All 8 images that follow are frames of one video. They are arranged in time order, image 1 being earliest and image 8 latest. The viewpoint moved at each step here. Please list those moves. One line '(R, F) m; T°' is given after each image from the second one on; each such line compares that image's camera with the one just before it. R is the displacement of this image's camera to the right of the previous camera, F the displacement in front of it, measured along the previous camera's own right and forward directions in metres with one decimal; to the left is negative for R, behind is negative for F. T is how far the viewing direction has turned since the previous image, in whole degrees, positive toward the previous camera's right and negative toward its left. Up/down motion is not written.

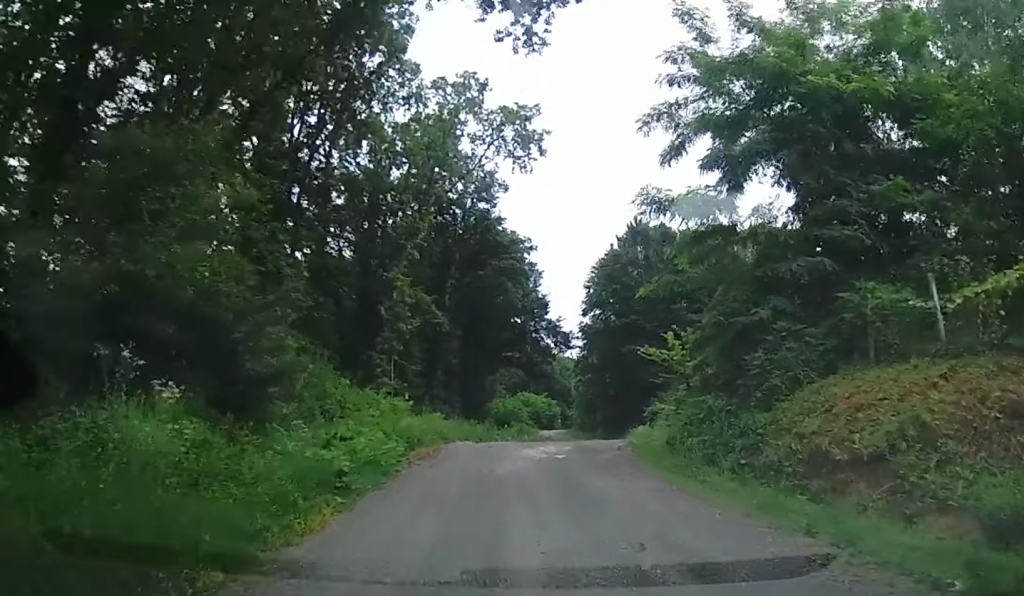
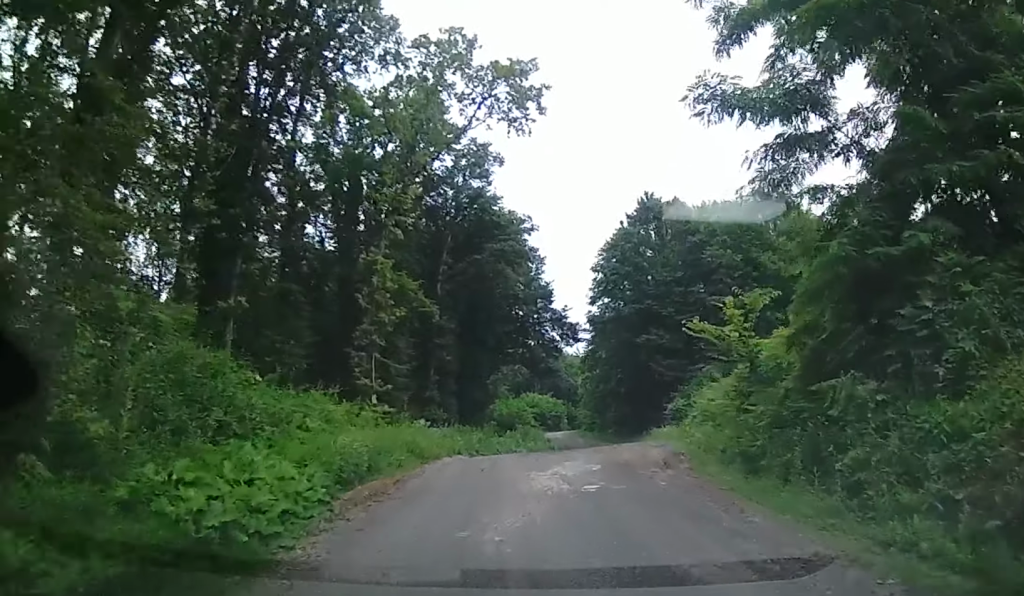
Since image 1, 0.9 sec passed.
(+0.4, +6.2) m; +4°
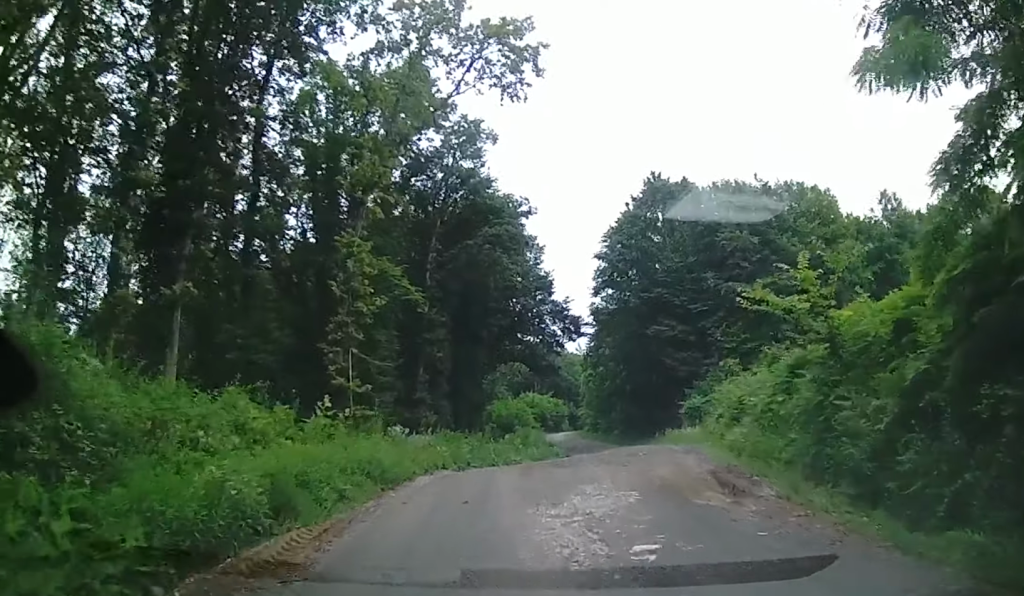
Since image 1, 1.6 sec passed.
(0.0, +4.5) m; -4°
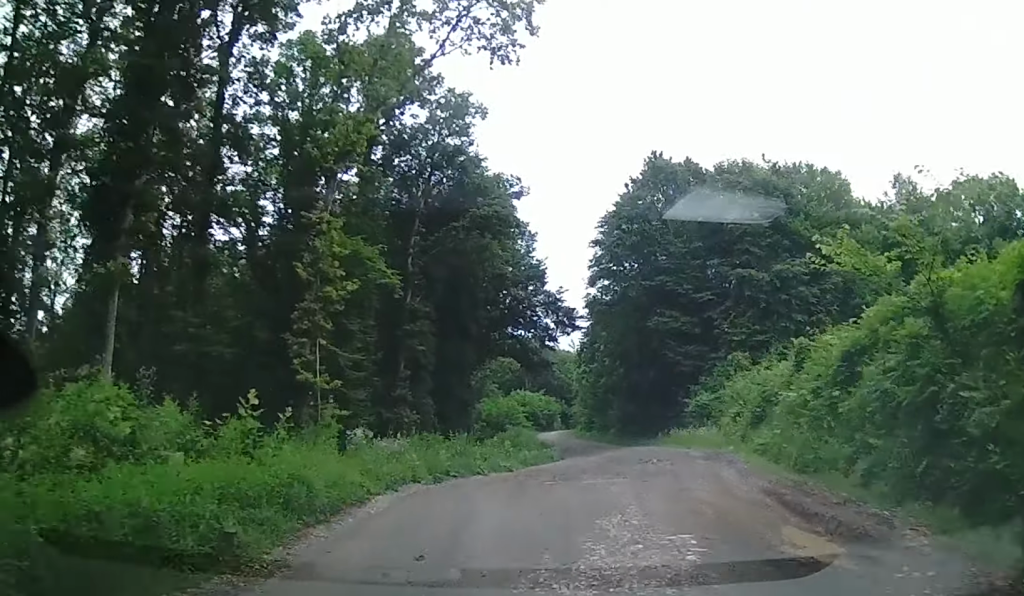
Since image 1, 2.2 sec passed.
(-0.1, +3.6) m; -2°
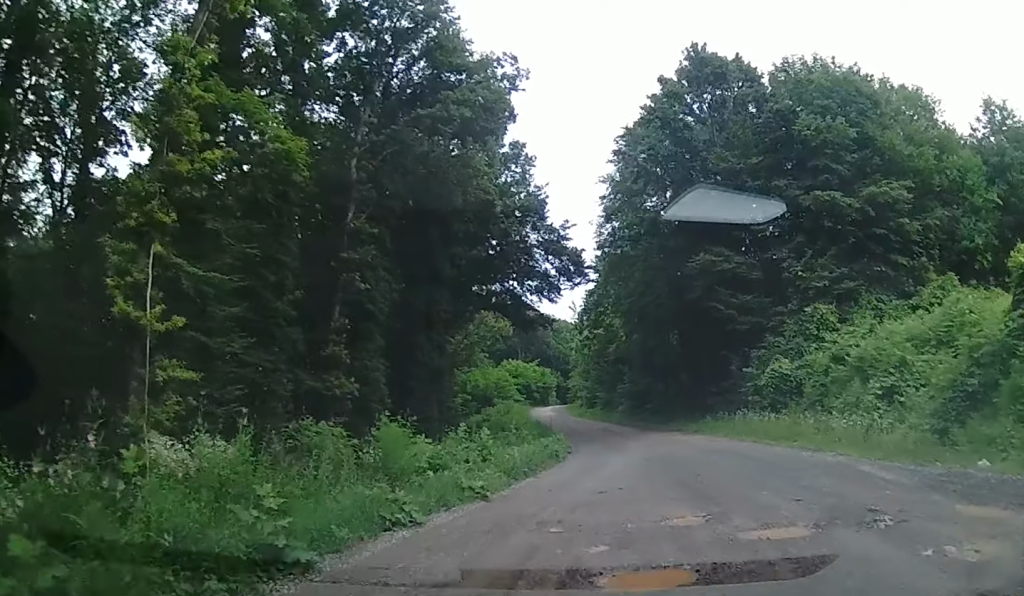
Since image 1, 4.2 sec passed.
(0.0, +12.7) m; +3°
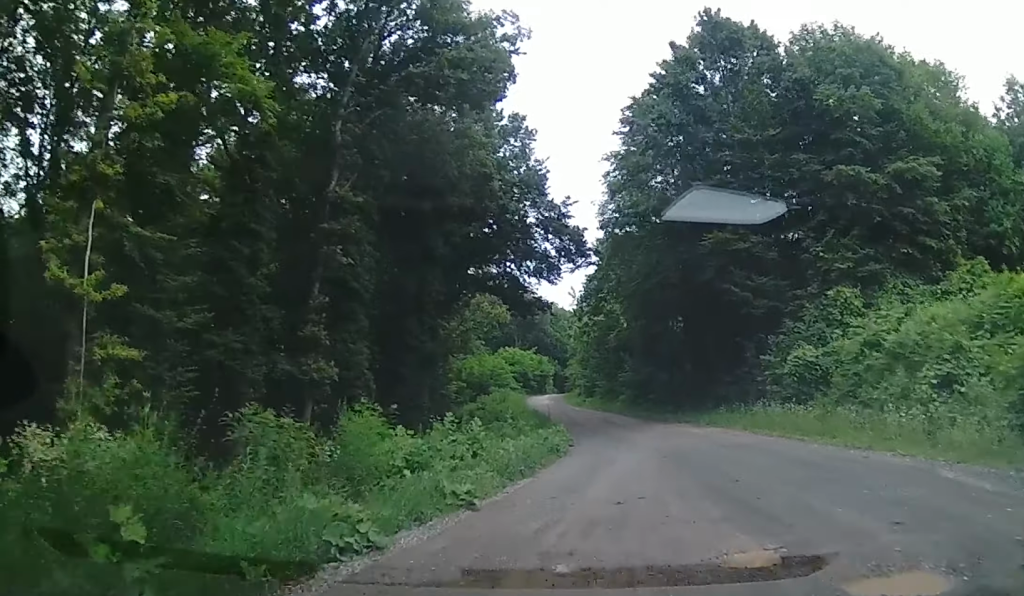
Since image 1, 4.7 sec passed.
(-0.1, +2.5) m; +1°
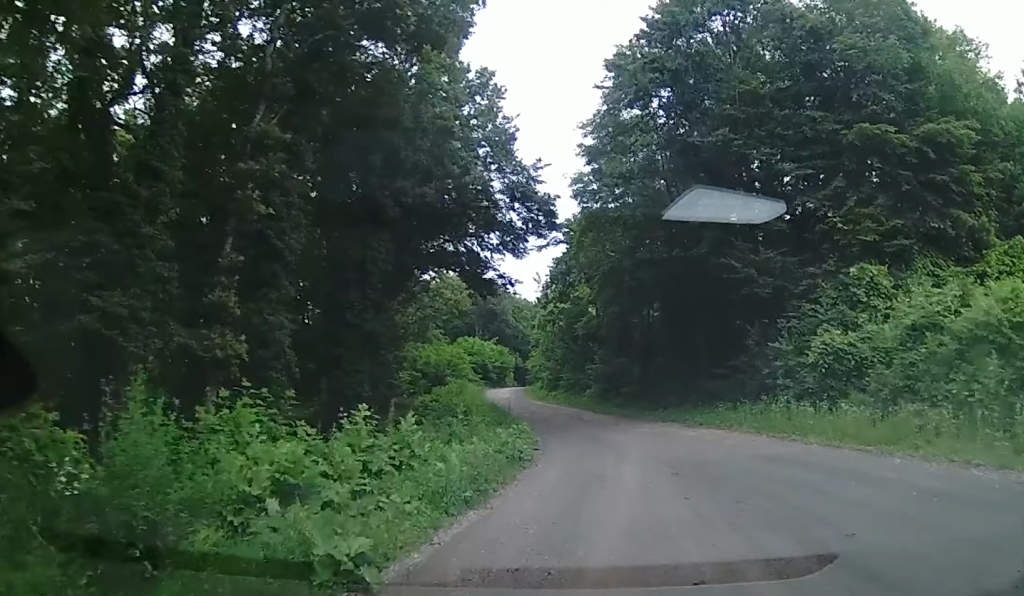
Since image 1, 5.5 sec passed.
(+0.1, +5.2) m; +5°
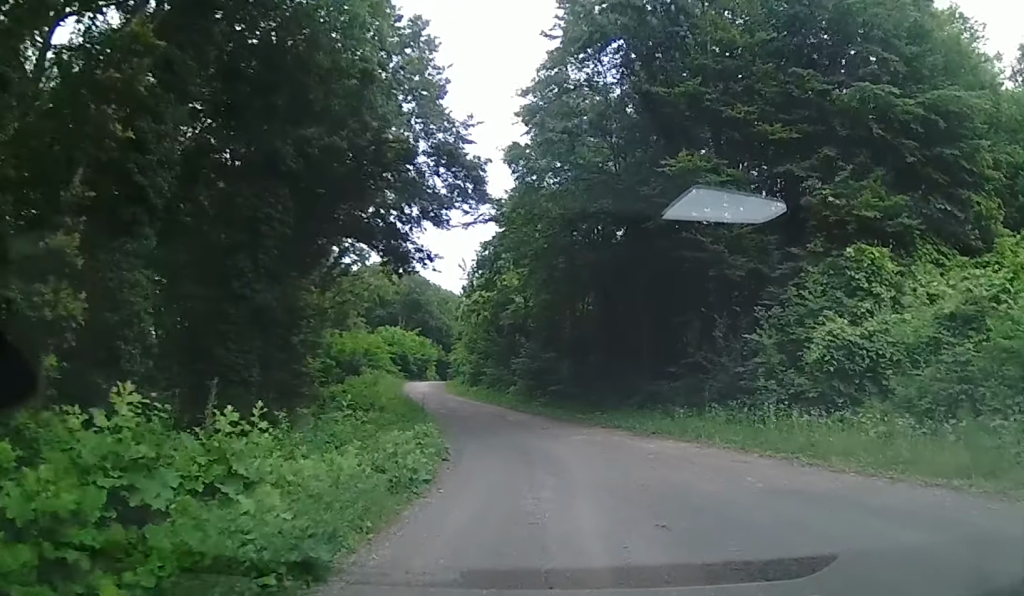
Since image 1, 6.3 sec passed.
(+0.3, +4.9) m; +5°
